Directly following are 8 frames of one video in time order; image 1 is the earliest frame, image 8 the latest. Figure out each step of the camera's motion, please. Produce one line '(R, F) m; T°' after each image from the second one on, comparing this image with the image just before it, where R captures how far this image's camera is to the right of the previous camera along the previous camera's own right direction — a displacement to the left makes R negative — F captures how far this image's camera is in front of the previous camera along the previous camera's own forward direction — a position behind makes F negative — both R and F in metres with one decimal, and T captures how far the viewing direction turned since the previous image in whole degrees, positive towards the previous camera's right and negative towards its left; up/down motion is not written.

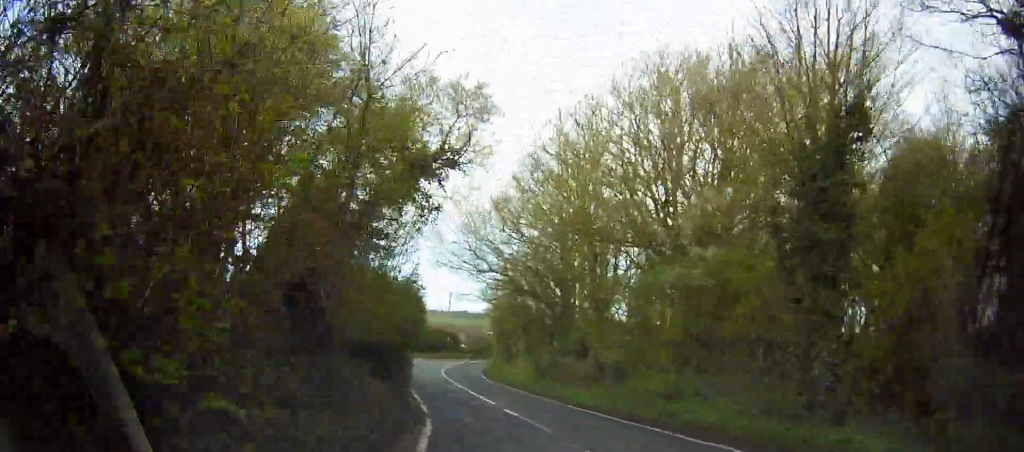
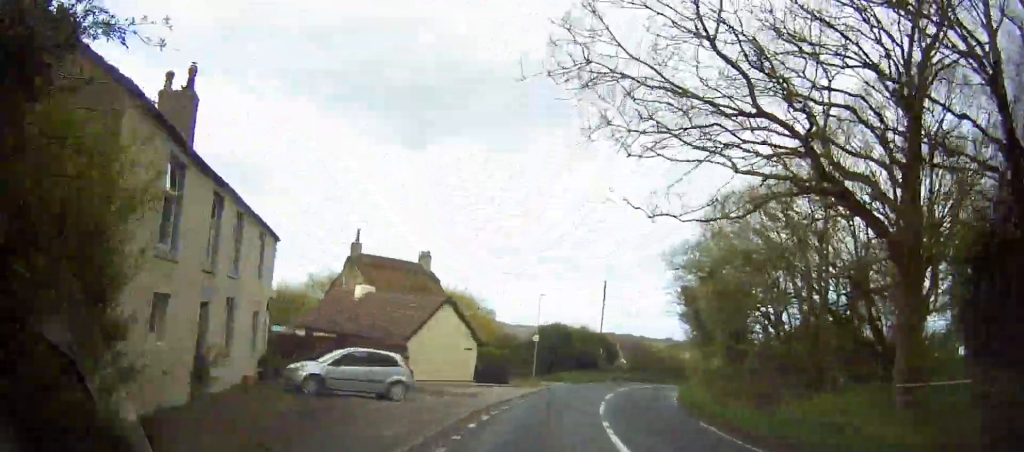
(-2.3, +30.4) m; -6°
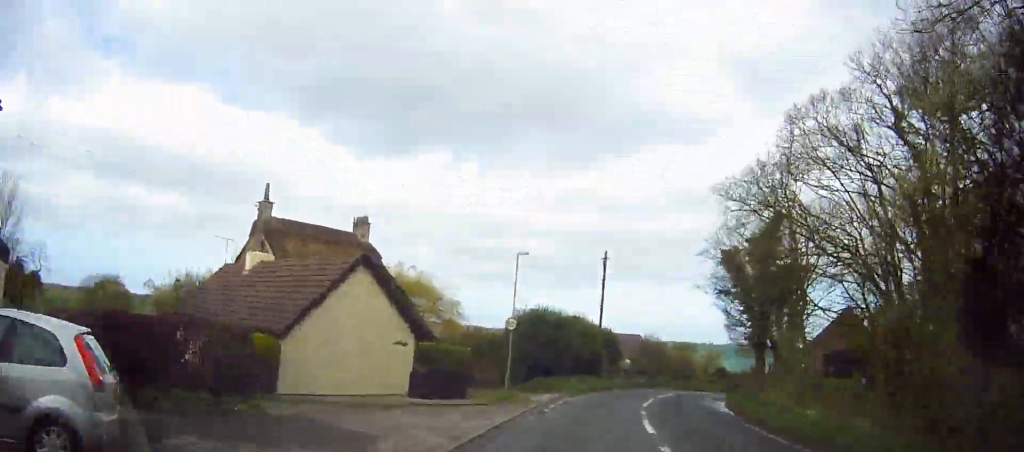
(-0.1, +14.4) m; +4°
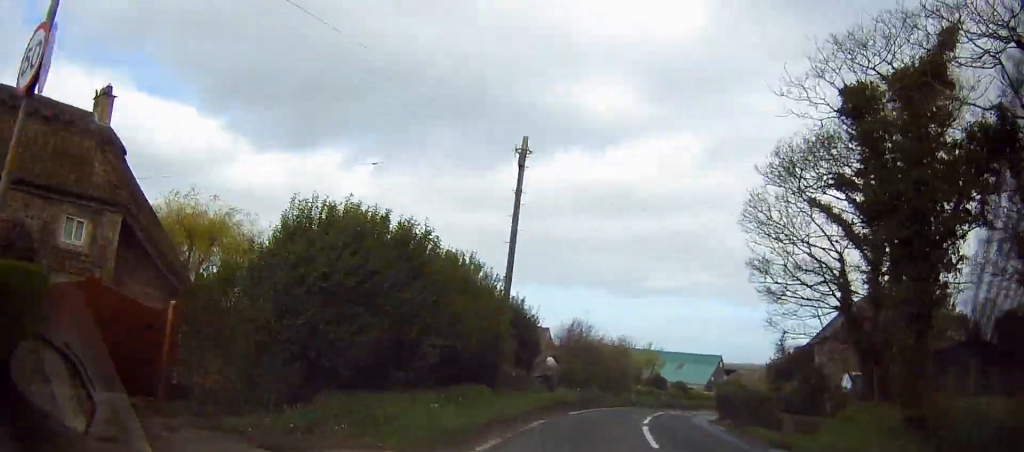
(+2.2, +19.5) m; +11°
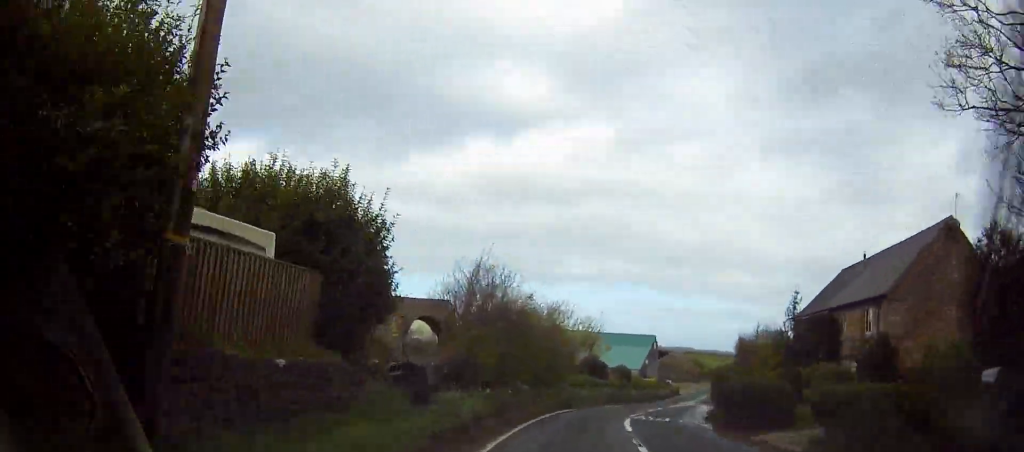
(+0.8, +14.3) m; +7°
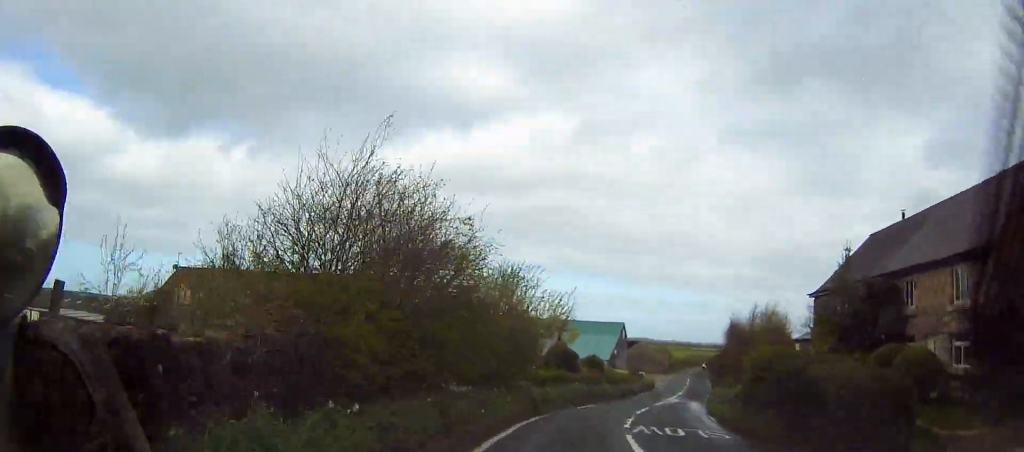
(0.0, +8.5) m; +4°
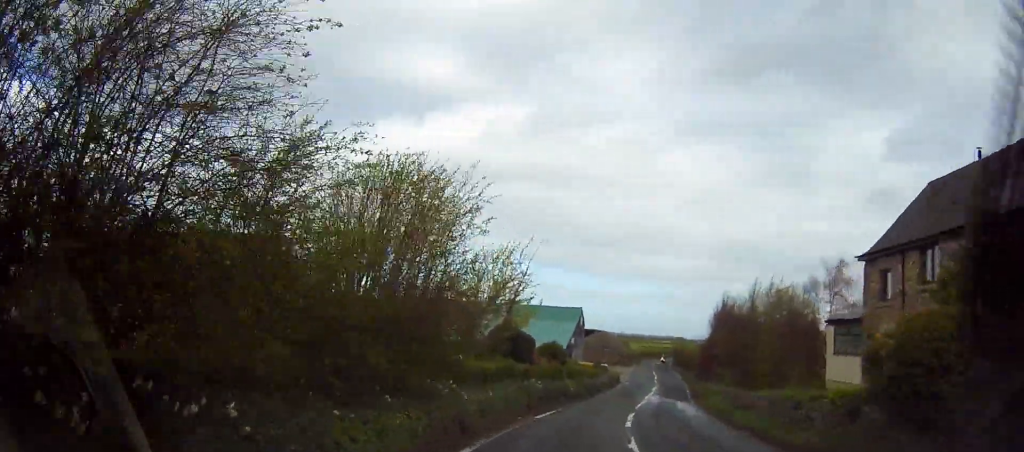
(+0.8, +9.7) m; +4°
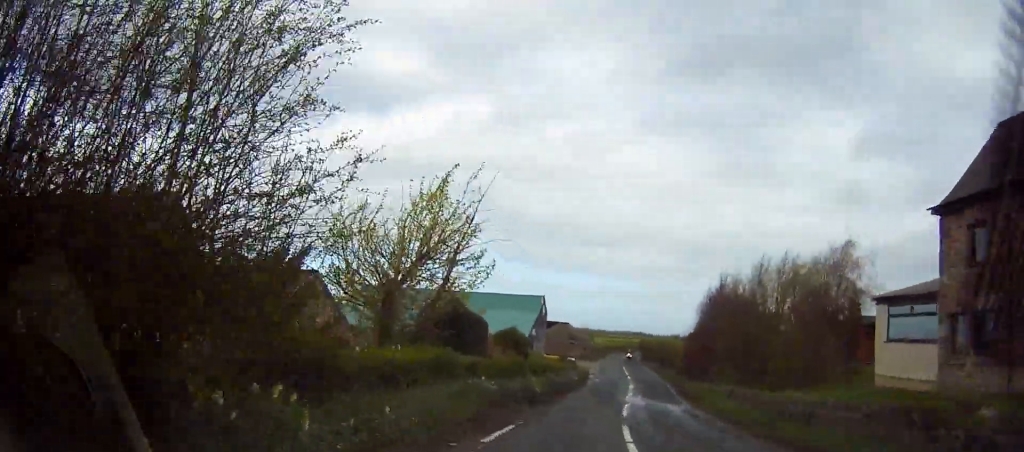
(+0.2, +7.2) m; +2°
